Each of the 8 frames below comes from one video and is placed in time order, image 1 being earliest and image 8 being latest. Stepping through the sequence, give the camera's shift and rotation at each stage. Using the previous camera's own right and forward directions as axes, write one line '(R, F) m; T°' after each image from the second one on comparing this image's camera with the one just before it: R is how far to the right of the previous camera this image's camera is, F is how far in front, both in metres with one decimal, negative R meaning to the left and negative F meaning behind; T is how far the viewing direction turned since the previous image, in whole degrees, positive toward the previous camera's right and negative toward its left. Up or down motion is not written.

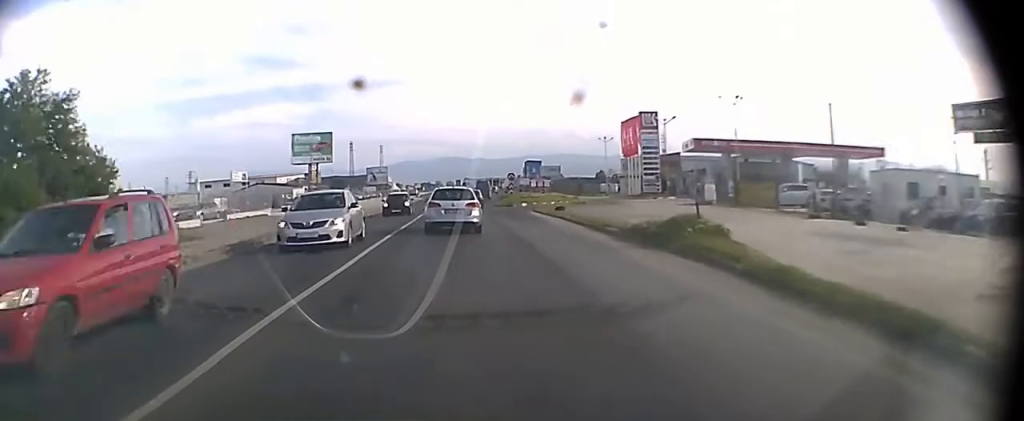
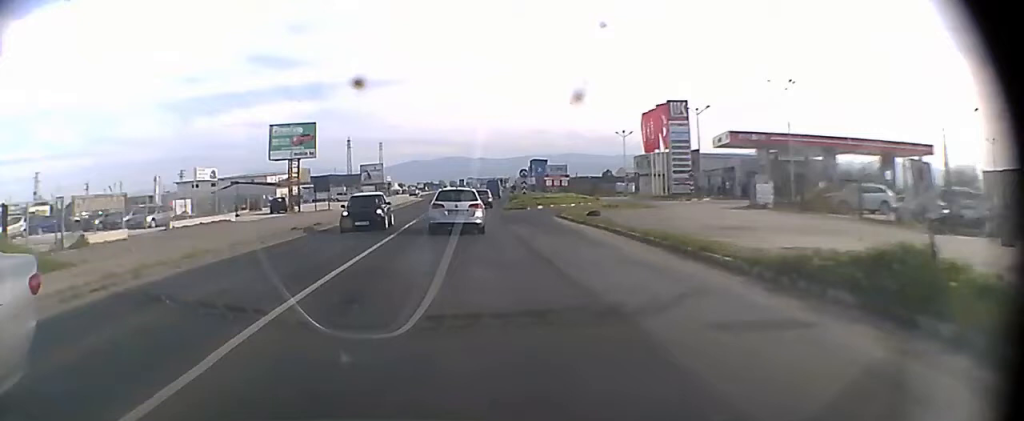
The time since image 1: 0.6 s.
(0.0, +9.4) m; 0°
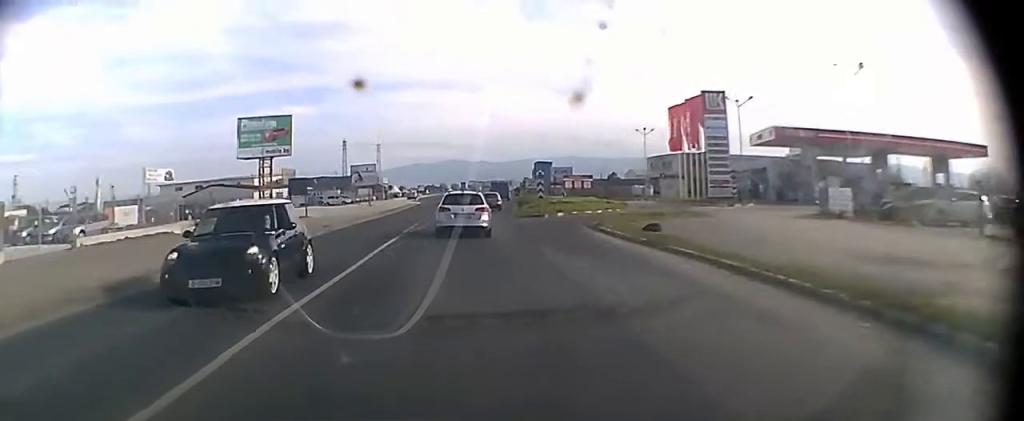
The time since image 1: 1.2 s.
(0.0, +9.5) m; 0°
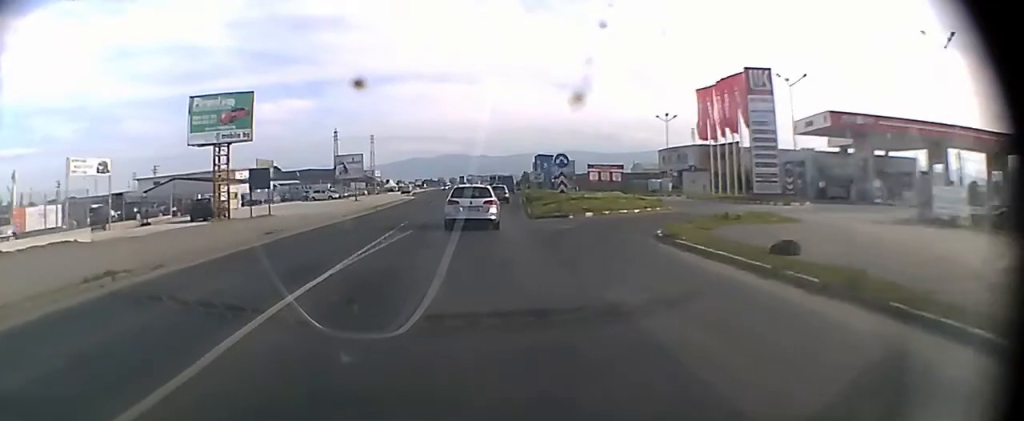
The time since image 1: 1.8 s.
(0.0, +9.5) m; 0°
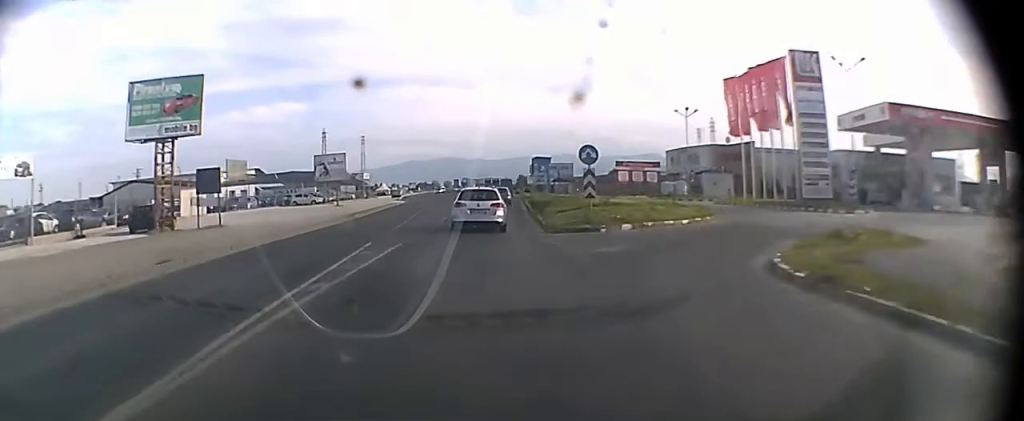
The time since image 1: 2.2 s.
(0.0, +6.4) m; 0°
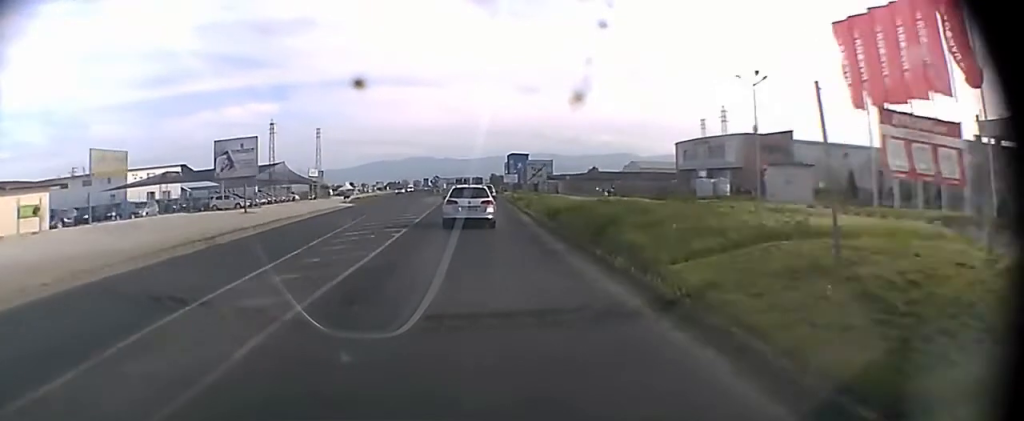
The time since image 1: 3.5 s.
(+0.2, +21.1) m; +1°
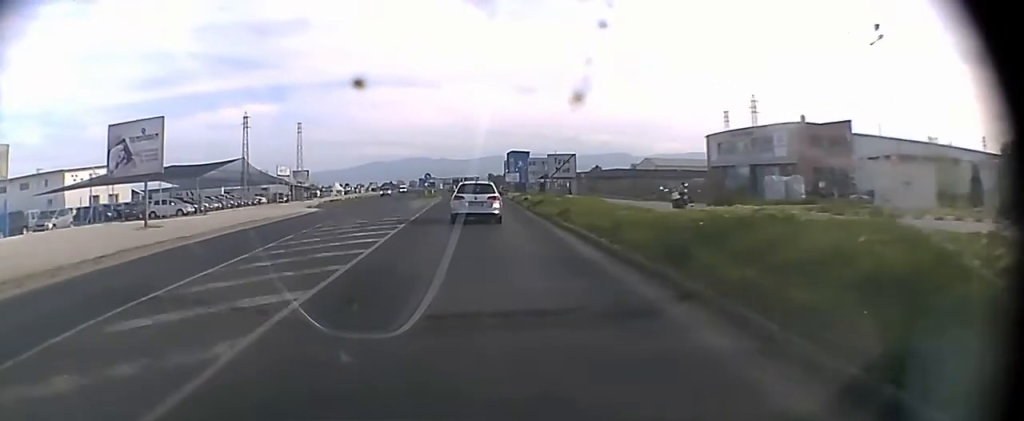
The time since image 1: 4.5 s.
(+0.2, +16.4) m; +1°
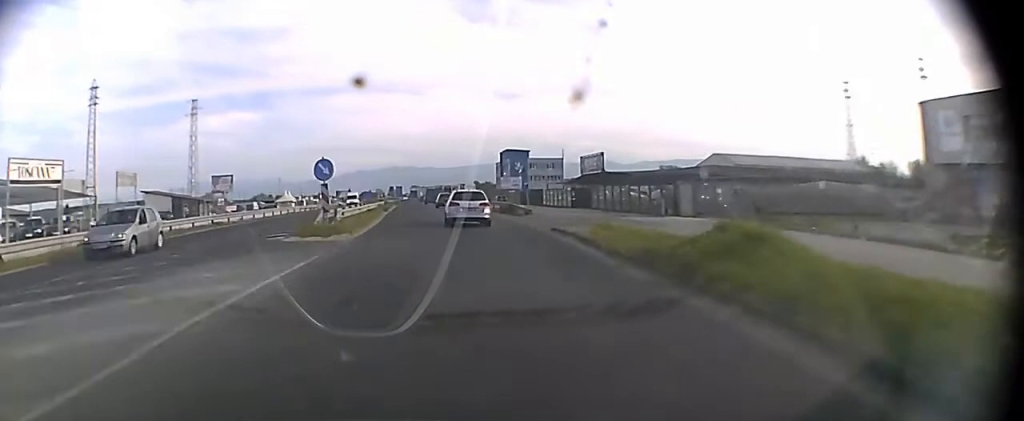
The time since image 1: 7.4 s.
(+0.7, +48.3) m; +1°
